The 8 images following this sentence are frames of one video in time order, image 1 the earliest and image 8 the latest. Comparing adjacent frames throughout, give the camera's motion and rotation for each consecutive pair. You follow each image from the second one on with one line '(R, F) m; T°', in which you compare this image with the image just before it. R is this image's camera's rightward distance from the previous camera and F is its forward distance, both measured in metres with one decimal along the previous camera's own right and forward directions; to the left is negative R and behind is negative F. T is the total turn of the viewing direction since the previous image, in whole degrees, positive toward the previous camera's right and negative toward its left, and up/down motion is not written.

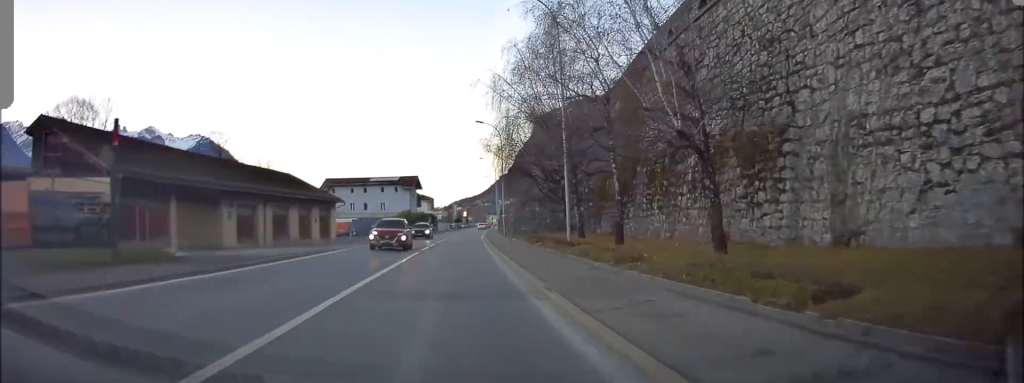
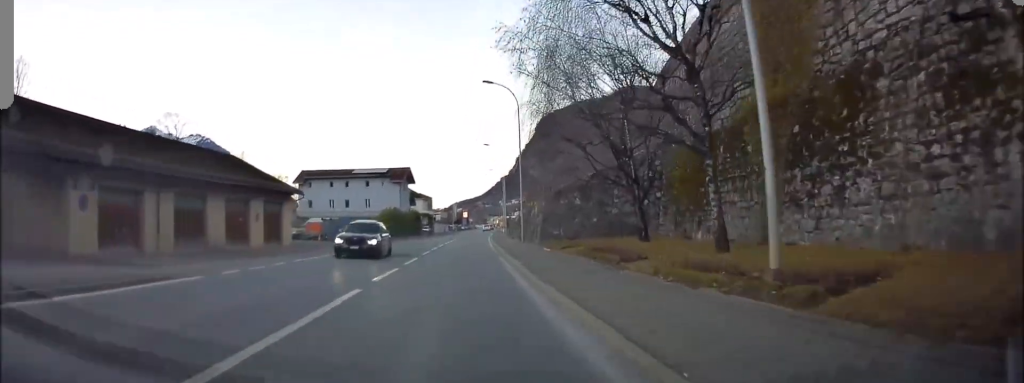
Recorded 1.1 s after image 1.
(-0.3, +15.7) m; -1°
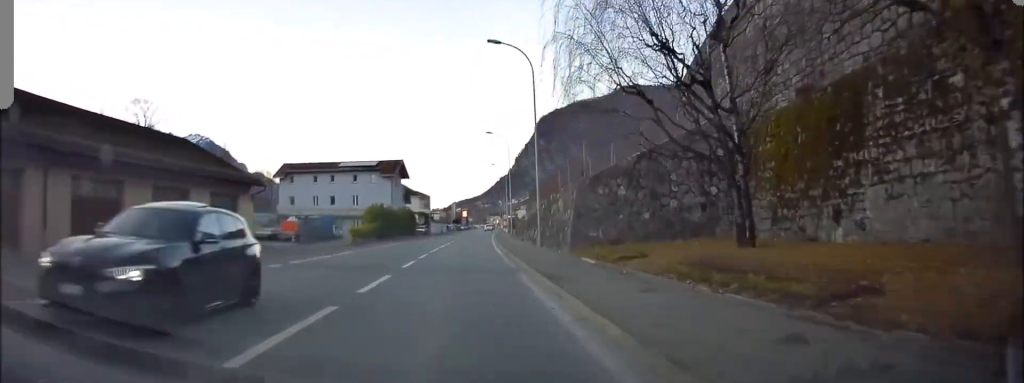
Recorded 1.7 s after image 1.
(0.0, +8.7) m; 0°
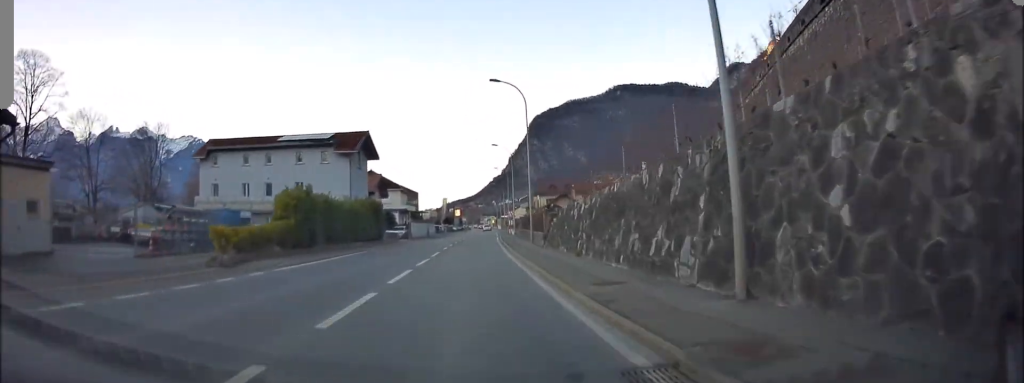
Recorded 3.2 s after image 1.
(+0.2, +21.6) m; +1°
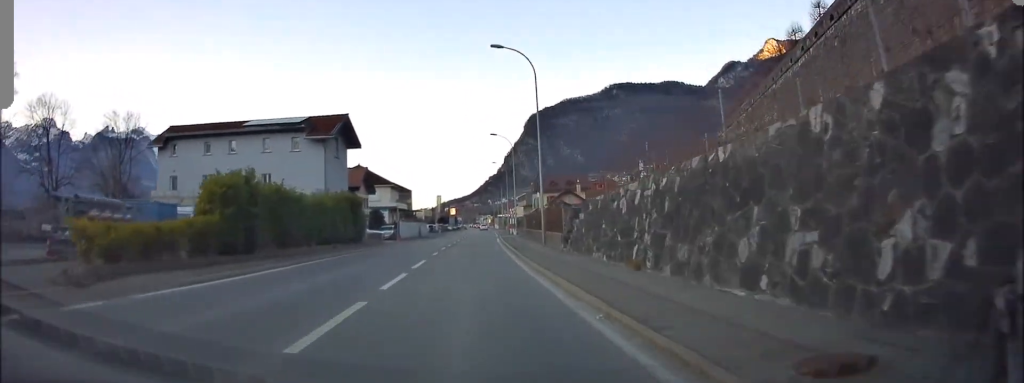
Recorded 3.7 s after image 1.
(0.0, +7.5) m; +1°
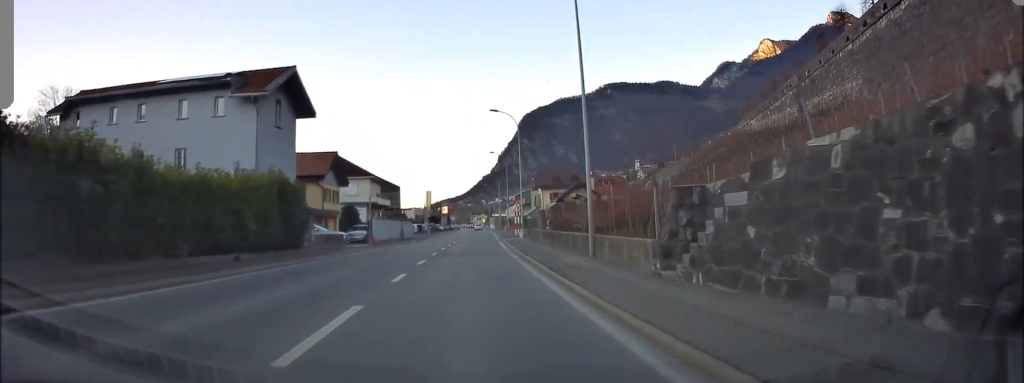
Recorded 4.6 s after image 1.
(+0.2, +12.2) m; +1°
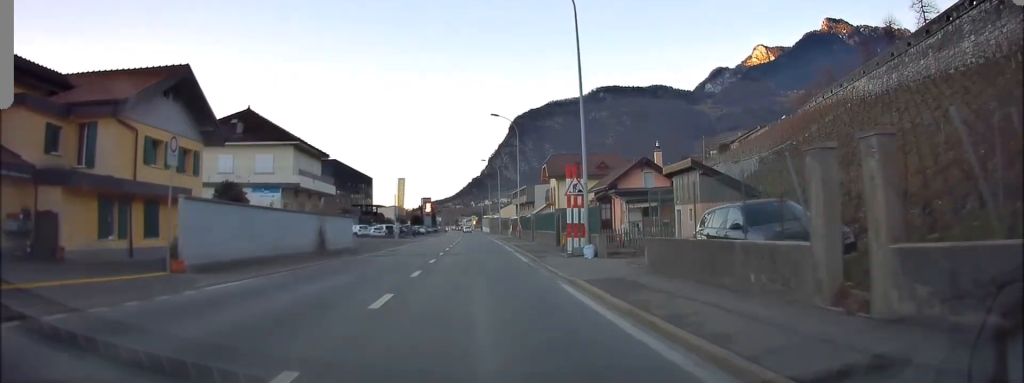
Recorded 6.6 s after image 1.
(+0.2, +28.1) m; 0°
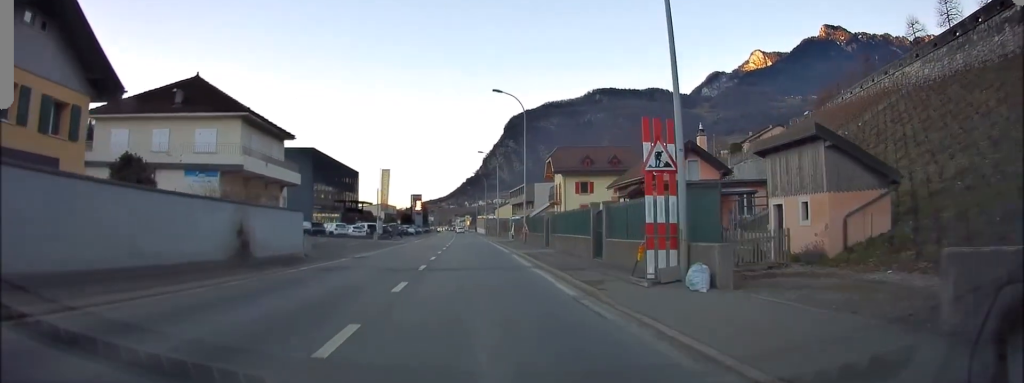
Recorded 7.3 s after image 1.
(0.0, +9.4) m; 0°
